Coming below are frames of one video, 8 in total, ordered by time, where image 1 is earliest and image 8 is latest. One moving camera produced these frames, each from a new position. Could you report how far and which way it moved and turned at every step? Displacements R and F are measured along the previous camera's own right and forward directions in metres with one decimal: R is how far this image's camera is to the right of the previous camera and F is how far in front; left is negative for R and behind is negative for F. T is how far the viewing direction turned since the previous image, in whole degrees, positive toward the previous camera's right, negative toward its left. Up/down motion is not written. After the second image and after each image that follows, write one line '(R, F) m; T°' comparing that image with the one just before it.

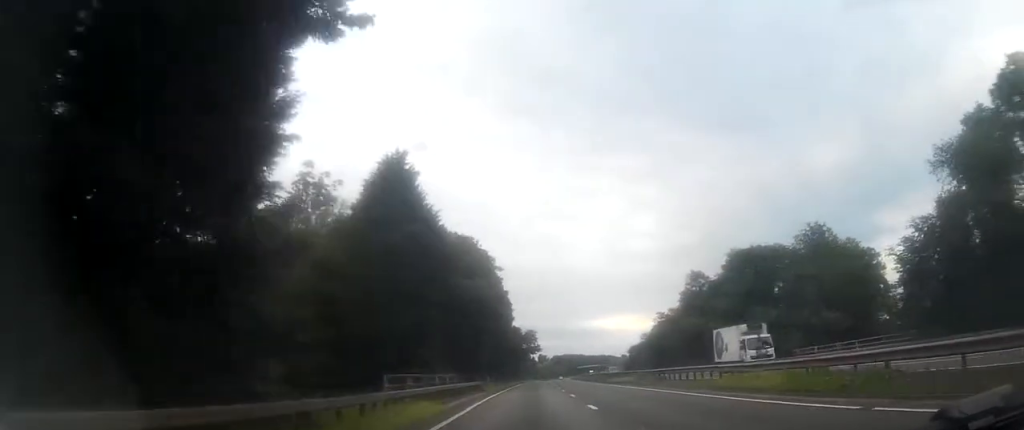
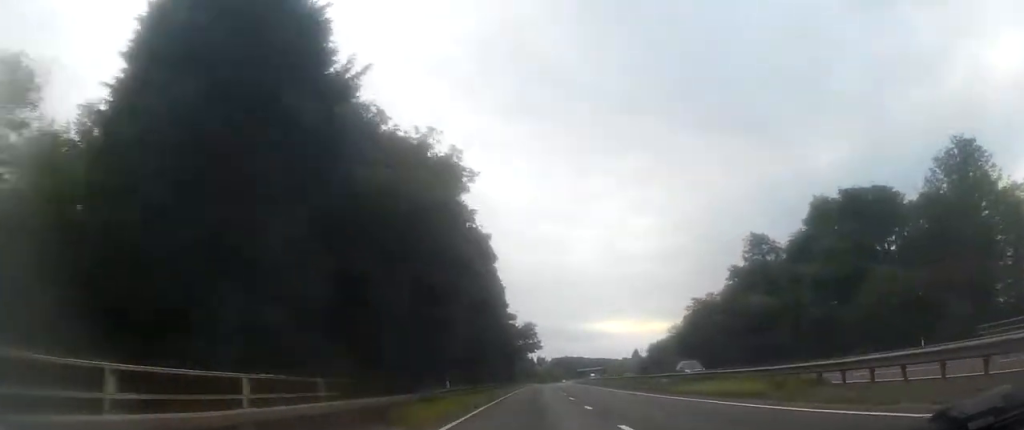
(0.0, +24.5) m; 0°
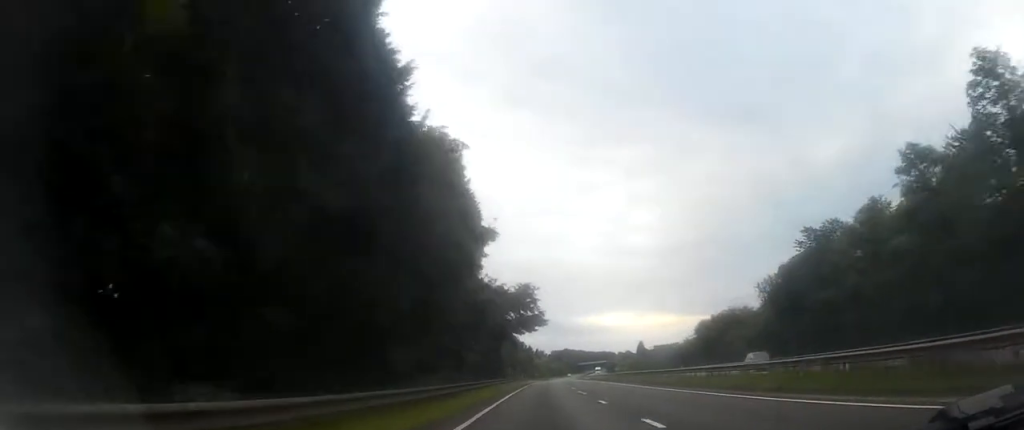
(+0.3, +37.0) m; +1°
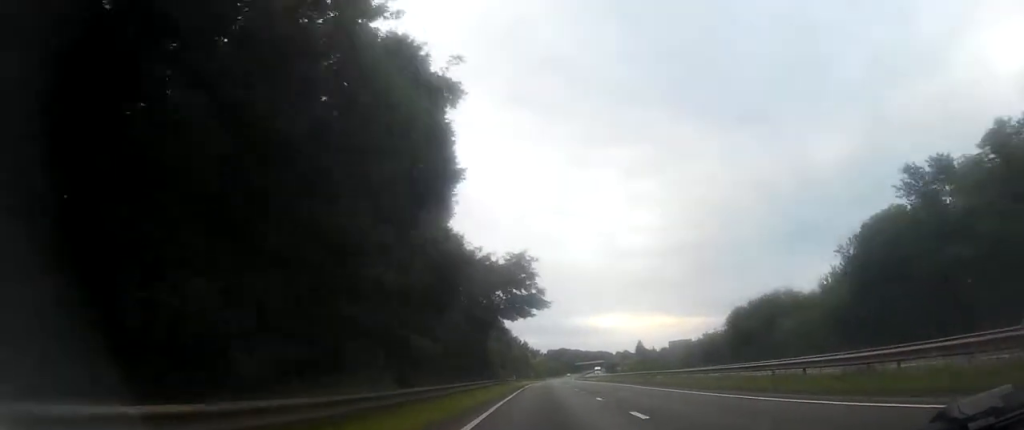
(+0.1, +15.9) m; 0°
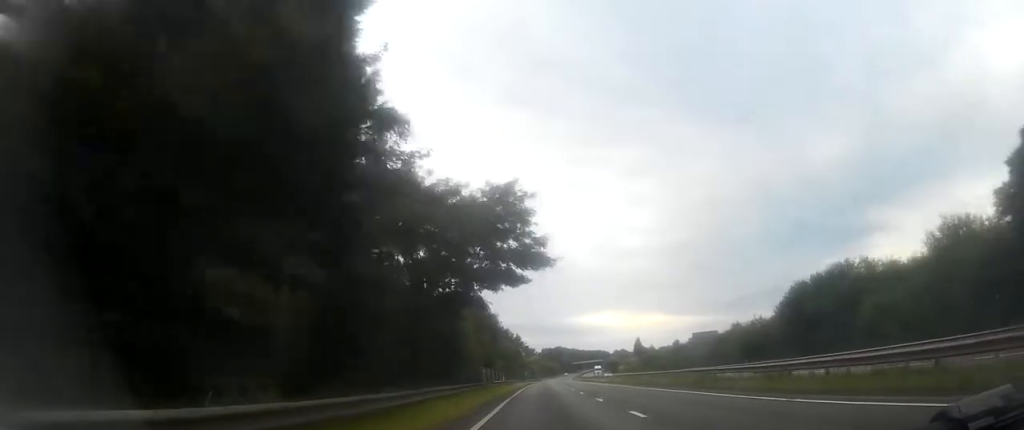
(+0.2, +17.8) m; 0°
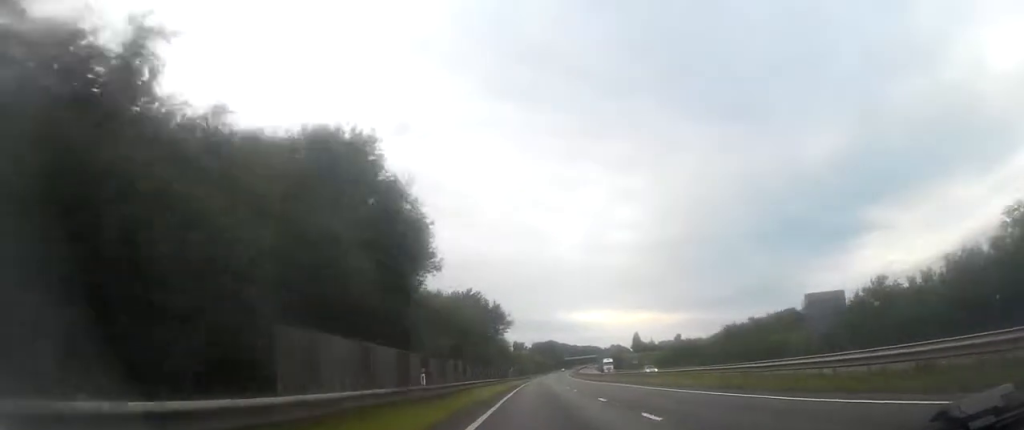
(-0.1, +38.4) m; 0°
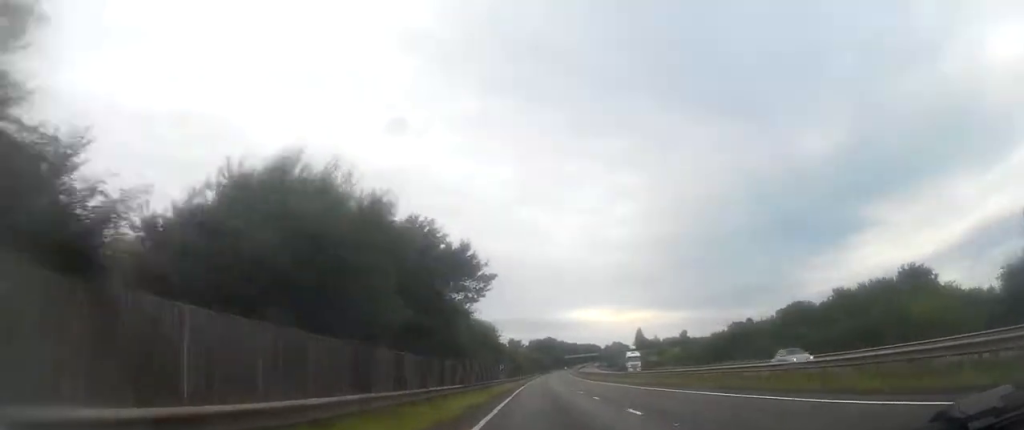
(+0.1, +25.2) m; +1°
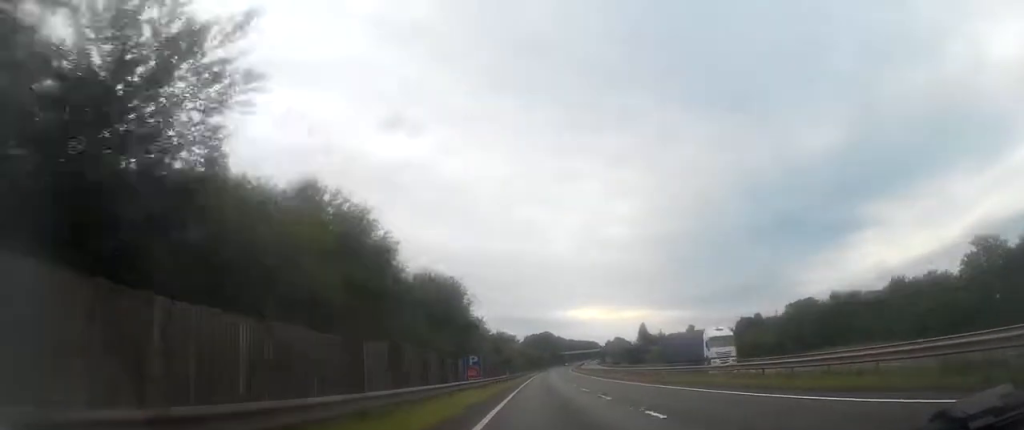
(+0.2, +30.0) m; +1°
